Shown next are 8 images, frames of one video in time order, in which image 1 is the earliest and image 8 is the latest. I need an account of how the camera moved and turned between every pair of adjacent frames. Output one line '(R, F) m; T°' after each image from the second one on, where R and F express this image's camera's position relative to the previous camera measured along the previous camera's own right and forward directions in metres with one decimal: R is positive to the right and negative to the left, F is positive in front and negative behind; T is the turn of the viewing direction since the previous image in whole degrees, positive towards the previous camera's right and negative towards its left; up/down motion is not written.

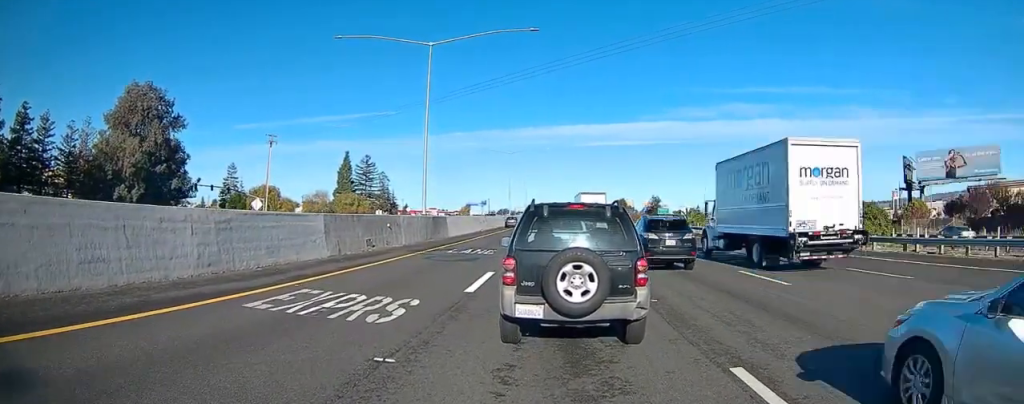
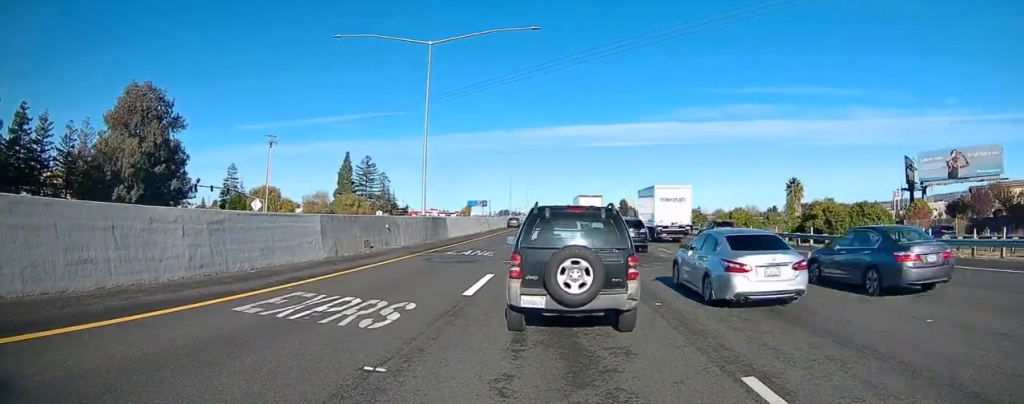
(0.0, +3.5) m; 0°
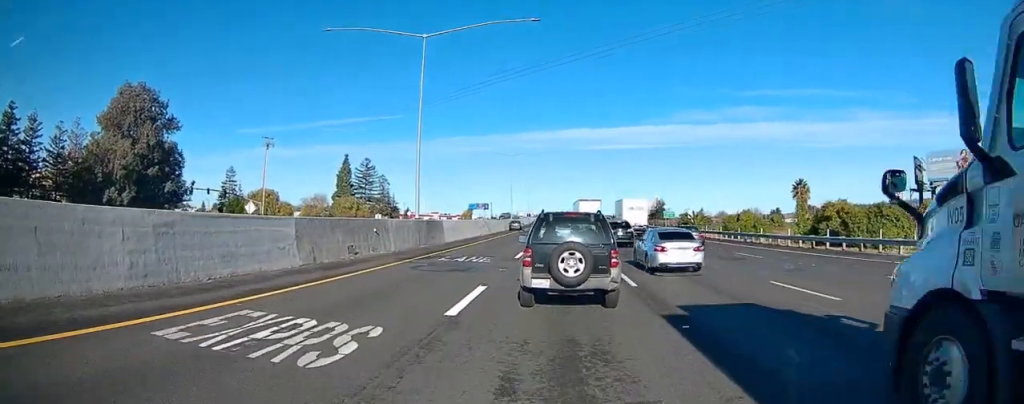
(0.0, +3.5) m; 0°
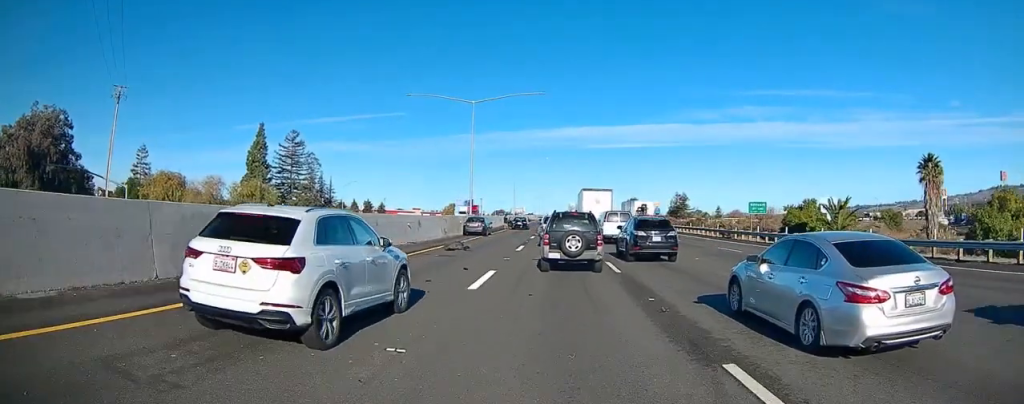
(-0.2, +11.0) m; -3°
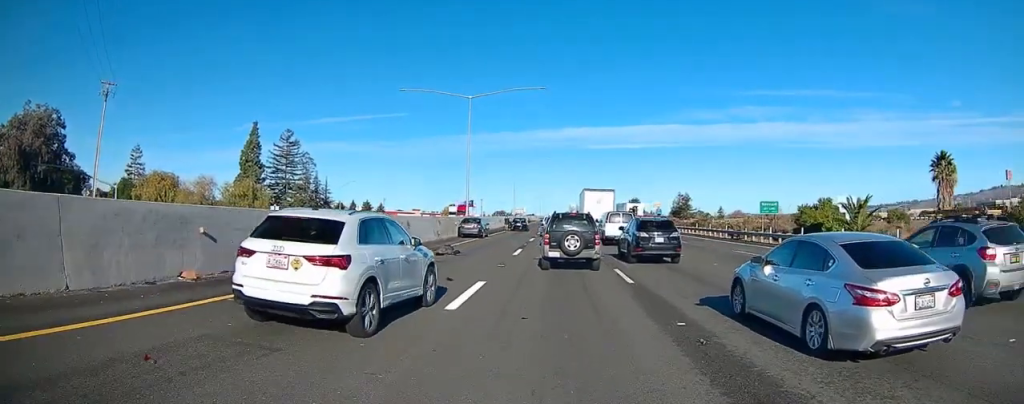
(0.0, +2.6) m; -1°
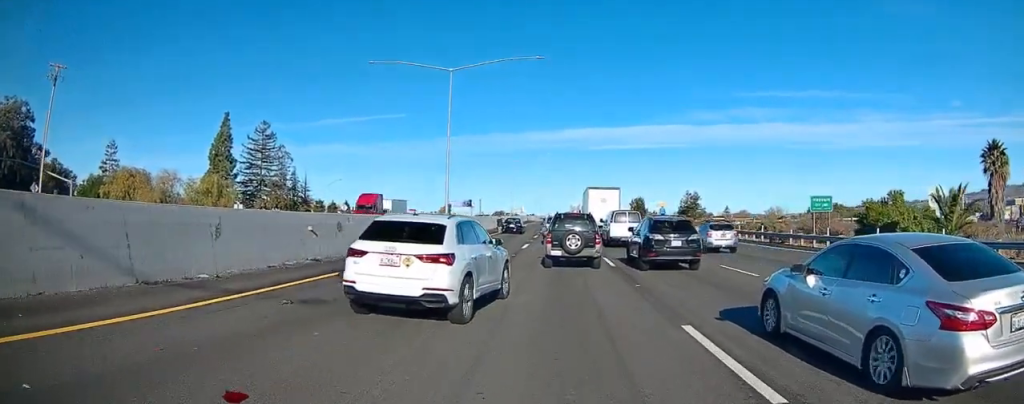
(-0.1, +9.7) m; 0°
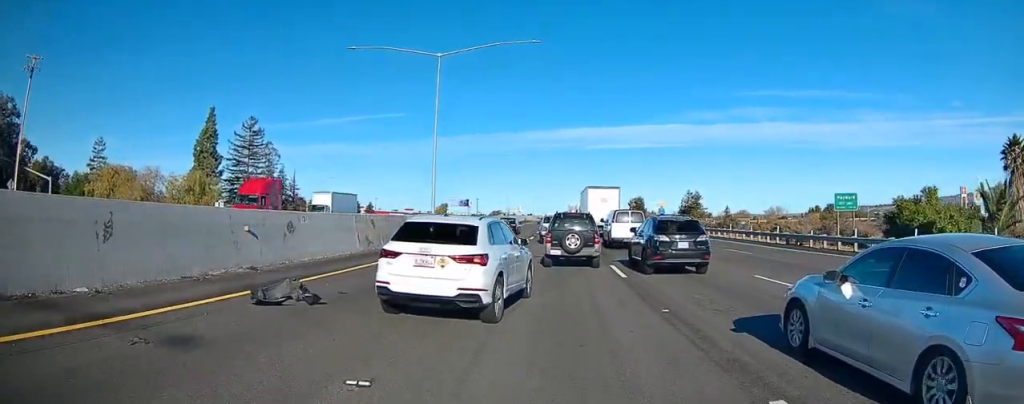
(-0.1, +3.7) m; +2°
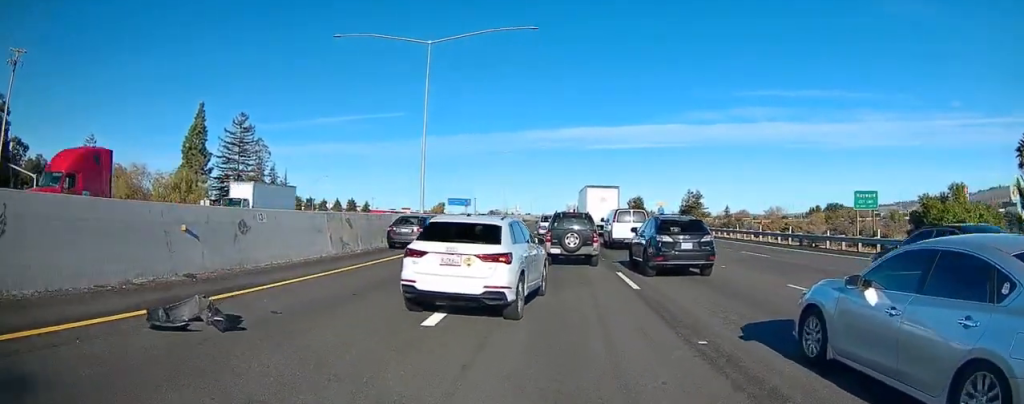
(+0.1, +2.6) m; +2°
